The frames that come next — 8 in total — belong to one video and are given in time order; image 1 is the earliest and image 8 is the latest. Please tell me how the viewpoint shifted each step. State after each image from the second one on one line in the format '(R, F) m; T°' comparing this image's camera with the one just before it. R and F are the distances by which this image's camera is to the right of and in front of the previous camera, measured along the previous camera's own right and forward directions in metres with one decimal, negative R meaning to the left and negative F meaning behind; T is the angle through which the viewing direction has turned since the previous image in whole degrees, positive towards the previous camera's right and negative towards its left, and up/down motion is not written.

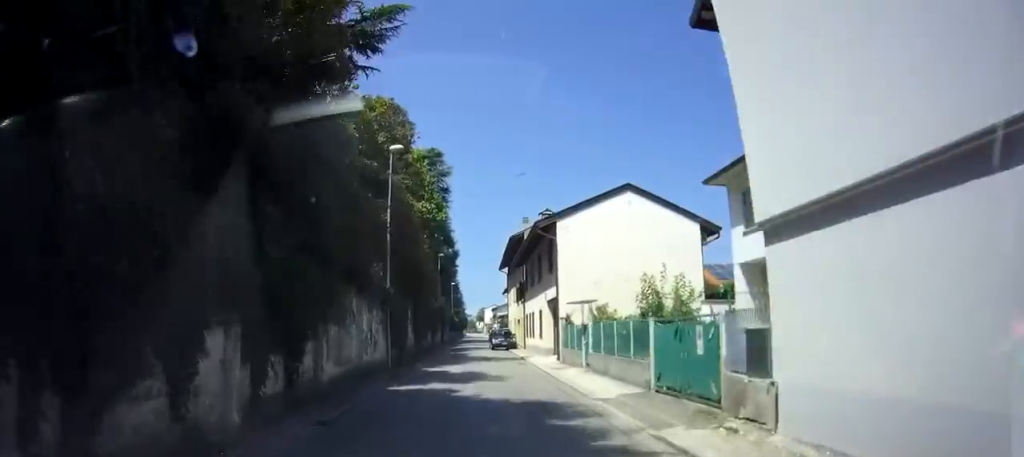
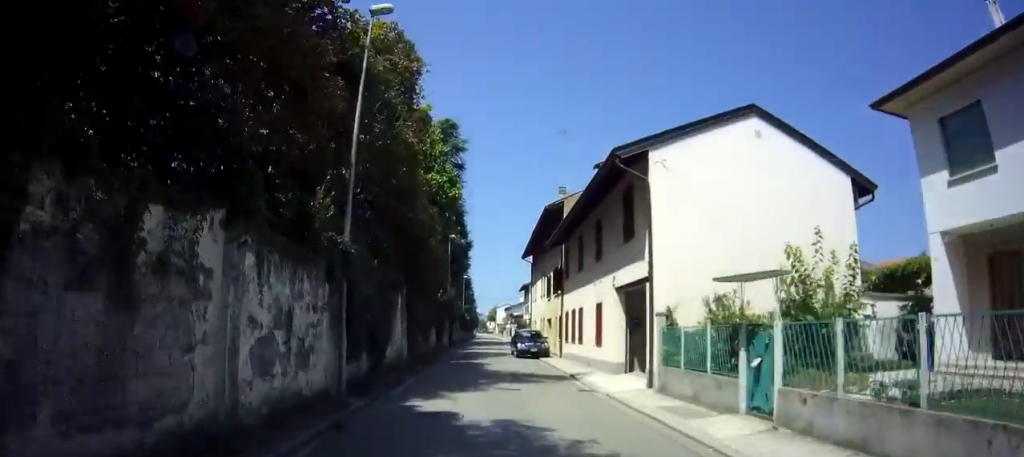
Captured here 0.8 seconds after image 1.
(-0.1, +8.9) m; -1°
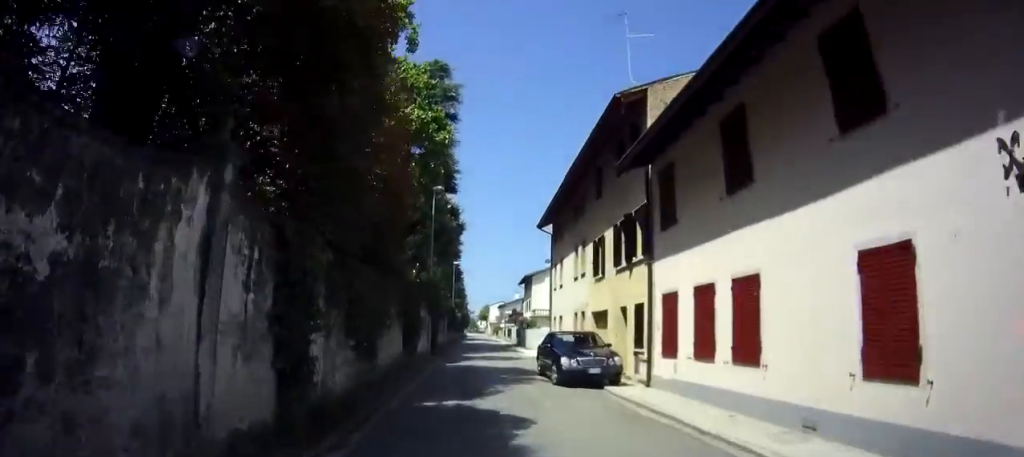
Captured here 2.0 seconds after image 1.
(-0.1, +12.8) m; 0°
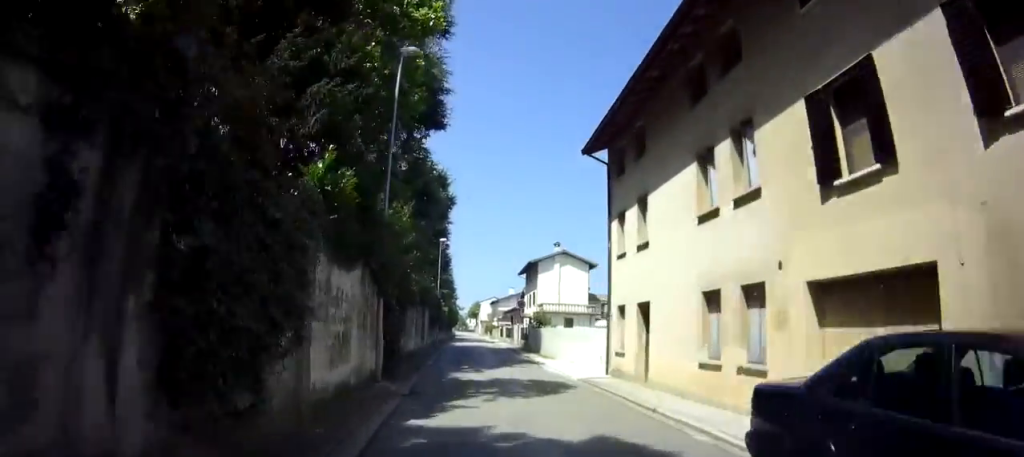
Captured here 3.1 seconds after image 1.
(0.0, +12.4) m; 0°
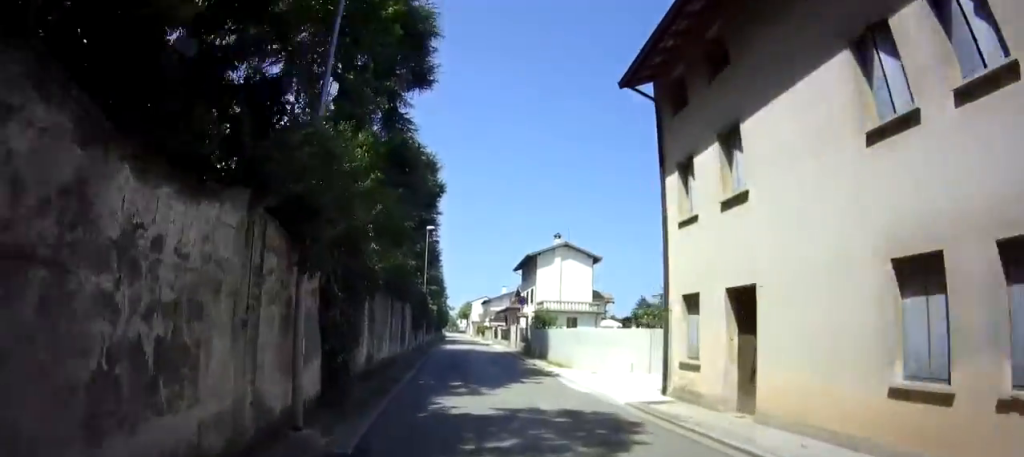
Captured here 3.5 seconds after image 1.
(-0.1, +4.9) m; 0°
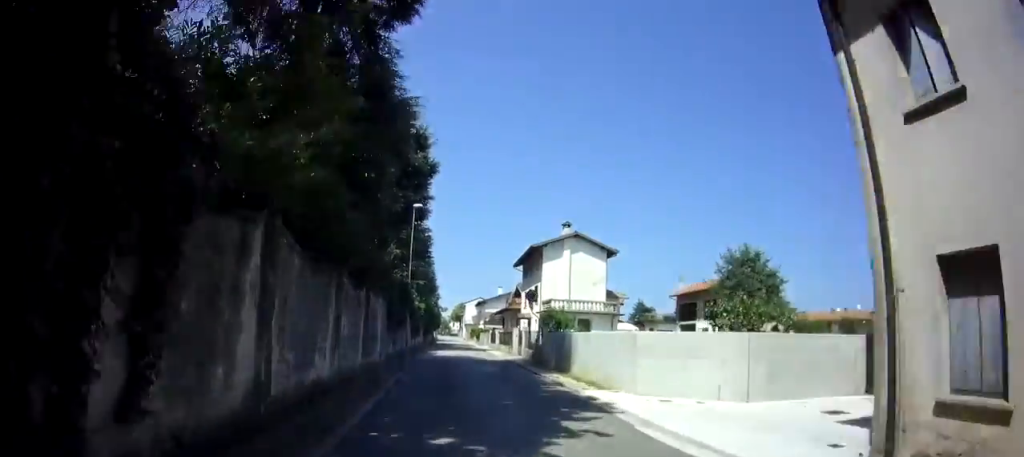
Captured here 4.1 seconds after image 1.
(+0.1, +6.2) m; +2°
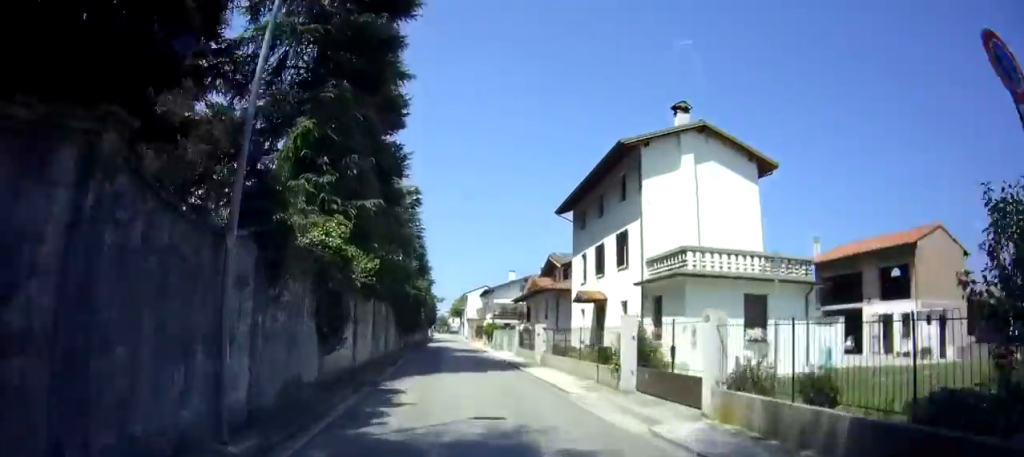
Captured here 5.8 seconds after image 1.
(+1.0, +21.7) m; +3°
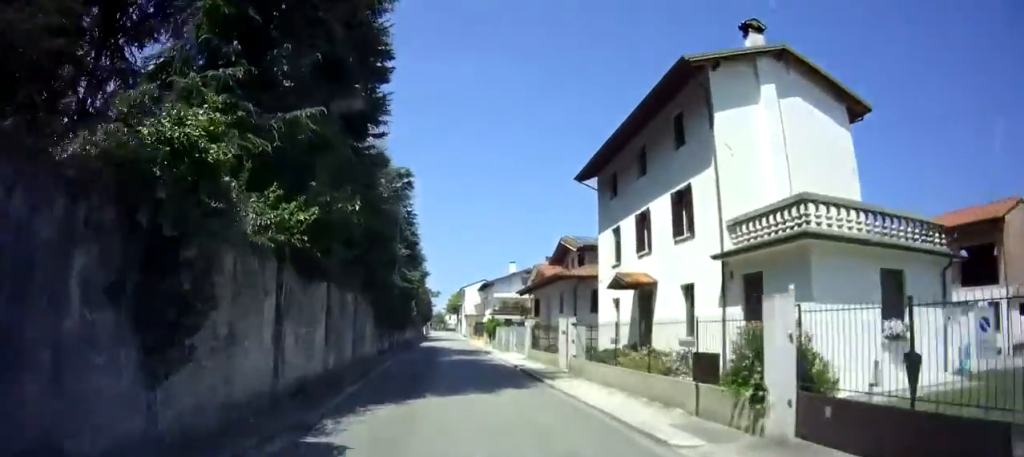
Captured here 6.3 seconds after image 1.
(-0.1, +6.2) m; -1°
